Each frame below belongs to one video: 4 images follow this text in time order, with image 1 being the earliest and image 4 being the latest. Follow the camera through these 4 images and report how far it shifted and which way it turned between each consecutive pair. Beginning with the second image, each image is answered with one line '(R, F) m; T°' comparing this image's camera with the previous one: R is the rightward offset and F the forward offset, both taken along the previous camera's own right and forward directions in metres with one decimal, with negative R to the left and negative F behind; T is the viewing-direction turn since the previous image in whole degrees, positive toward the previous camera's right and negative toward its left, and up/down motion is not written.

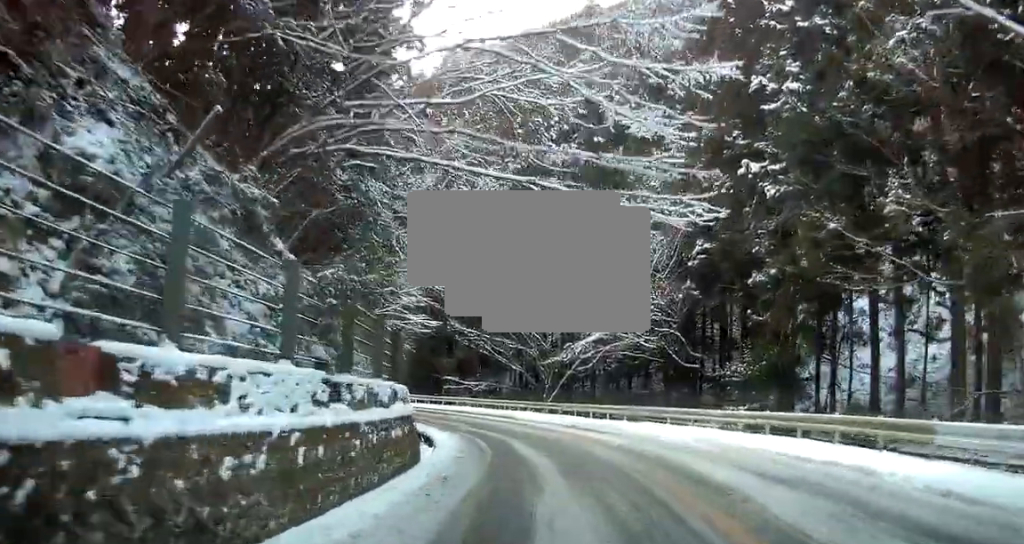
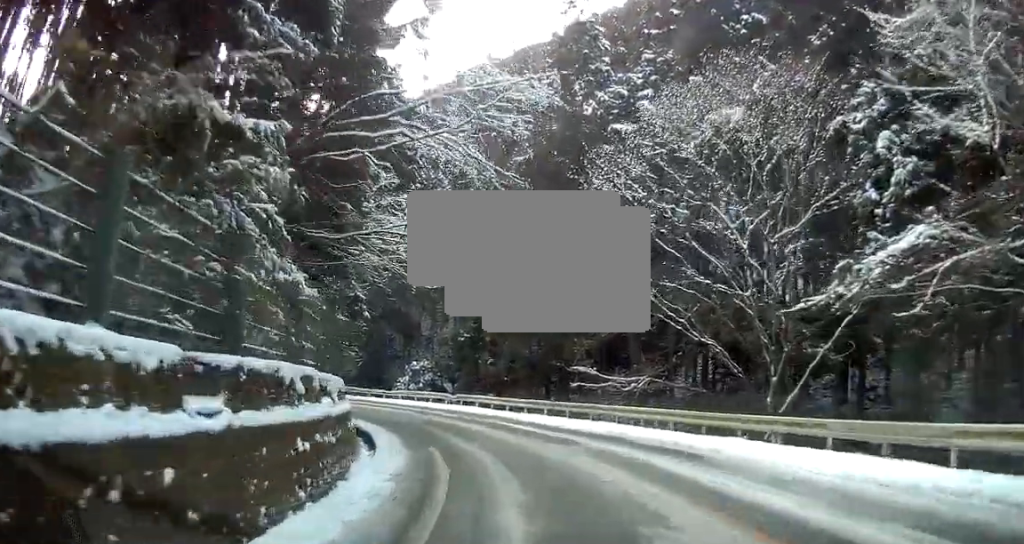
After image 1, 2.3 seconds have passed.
(+0.6, +21.8) m; -4°
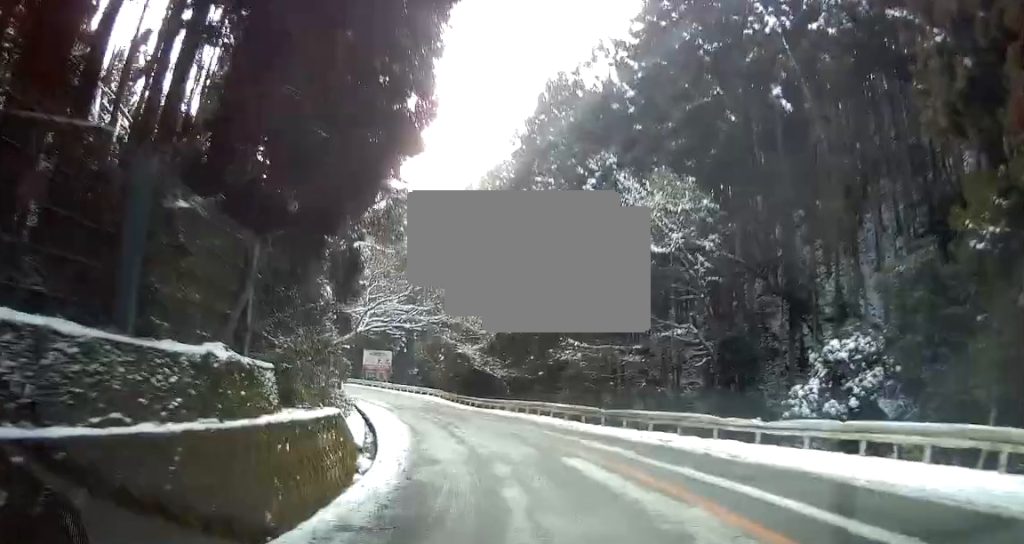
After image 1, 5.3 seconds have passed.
(-8.9, +30.0) m; -34°
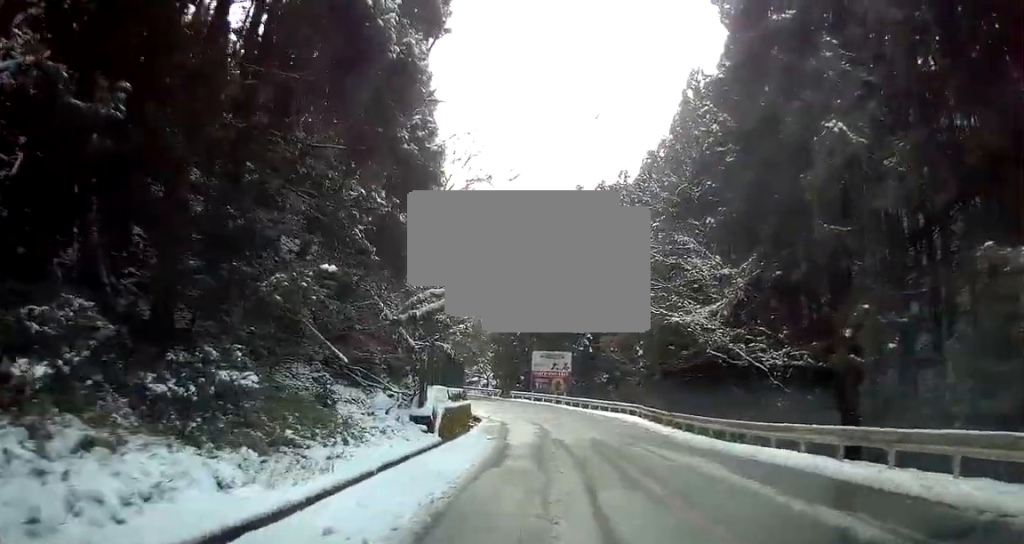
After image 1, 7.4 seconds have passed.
(-4.4, +23.3) m; -19°
